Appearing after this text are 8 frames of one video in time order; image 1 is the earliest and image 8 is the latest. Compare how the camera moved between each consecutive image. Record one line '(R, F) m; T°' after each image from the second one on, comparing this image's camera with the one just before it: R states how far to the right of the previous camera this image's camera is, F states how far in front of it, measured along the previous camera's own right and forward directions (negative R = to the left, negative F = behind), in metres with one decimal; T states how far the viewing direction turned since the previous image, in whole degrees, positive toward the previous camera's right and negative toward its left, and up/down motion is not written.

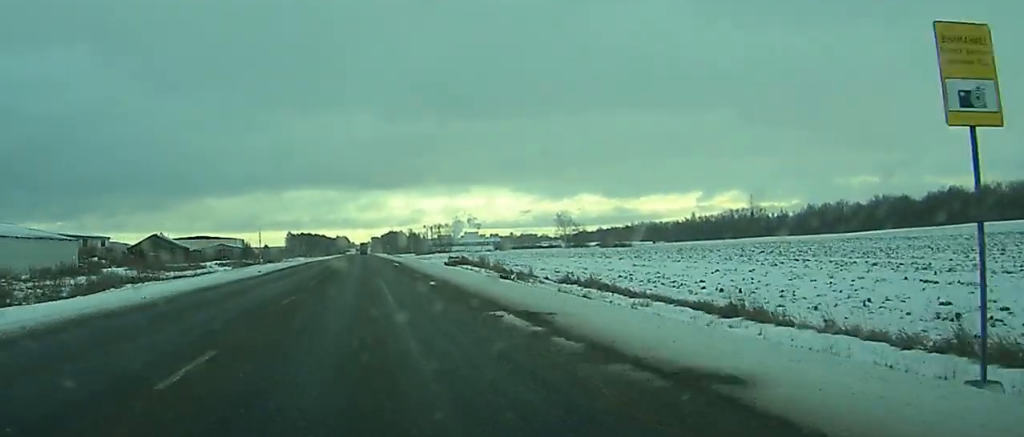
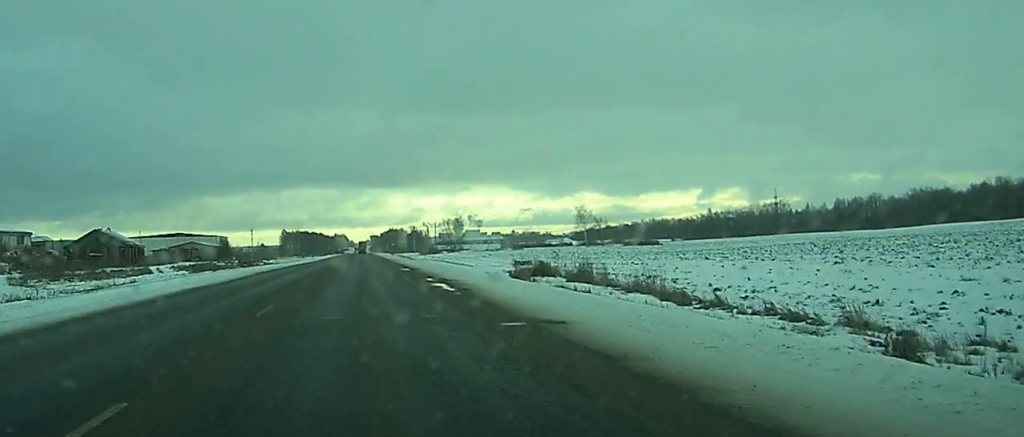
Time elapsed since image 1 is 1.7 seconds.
(-0.1, +39.4) m; 0°
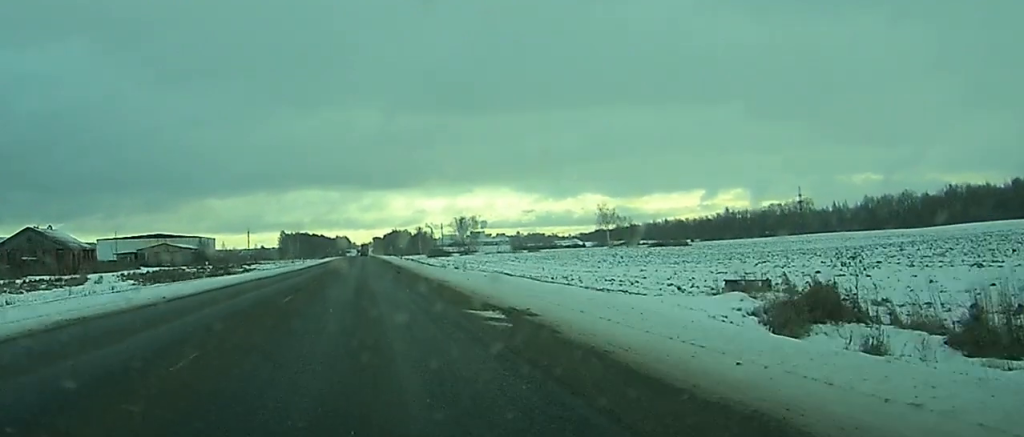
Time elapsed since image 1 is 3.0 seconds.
(0.0, +30.5) m; 0°
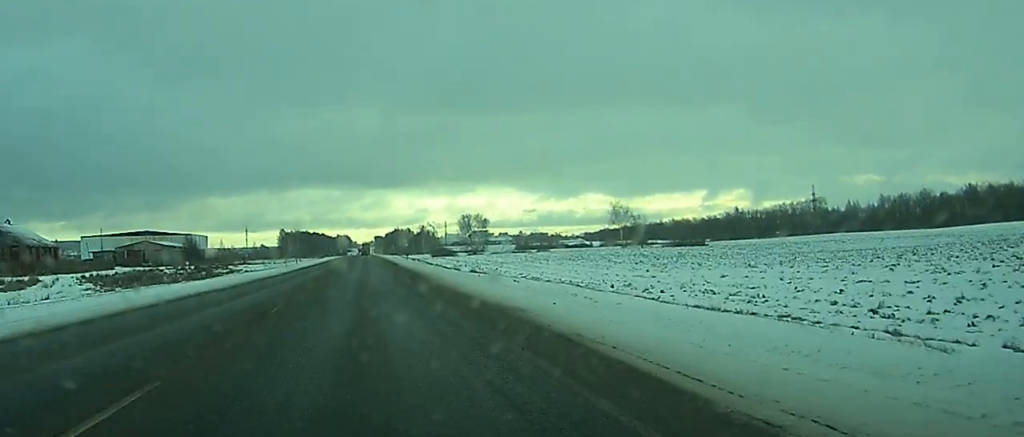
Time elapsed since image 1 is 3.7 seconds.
(0.0, +15.8) m; 0°
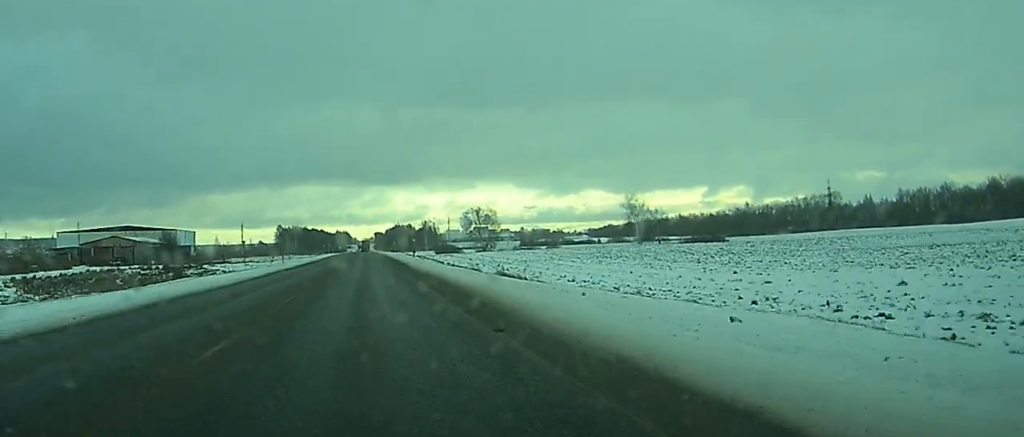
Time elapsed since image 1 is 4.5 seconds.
(0.0, +19.0) m; 0°
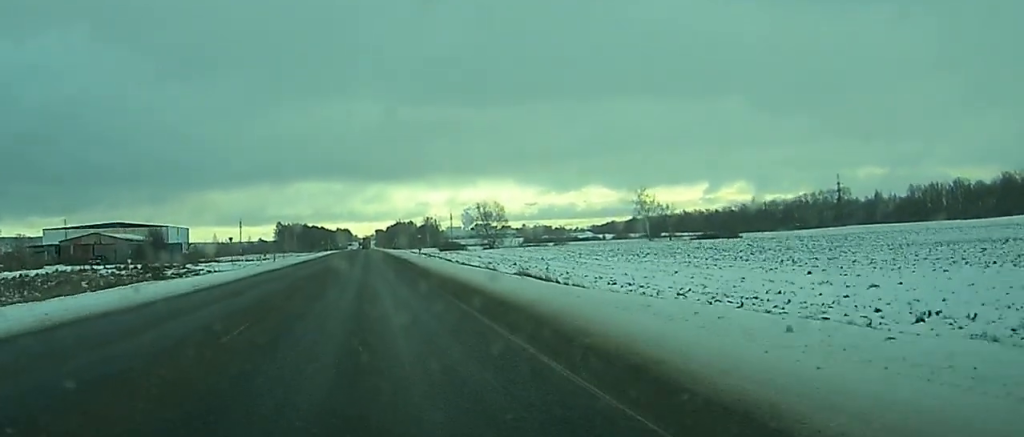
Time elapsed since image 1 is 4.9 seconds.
(0.0, +10.3) m; 0°
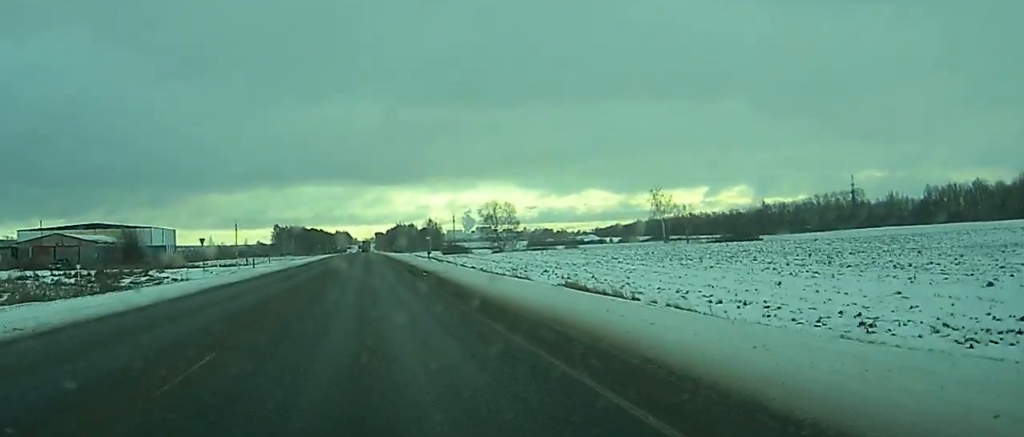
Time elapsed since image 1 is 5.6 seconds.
(0.0, +16.0) m; 0°
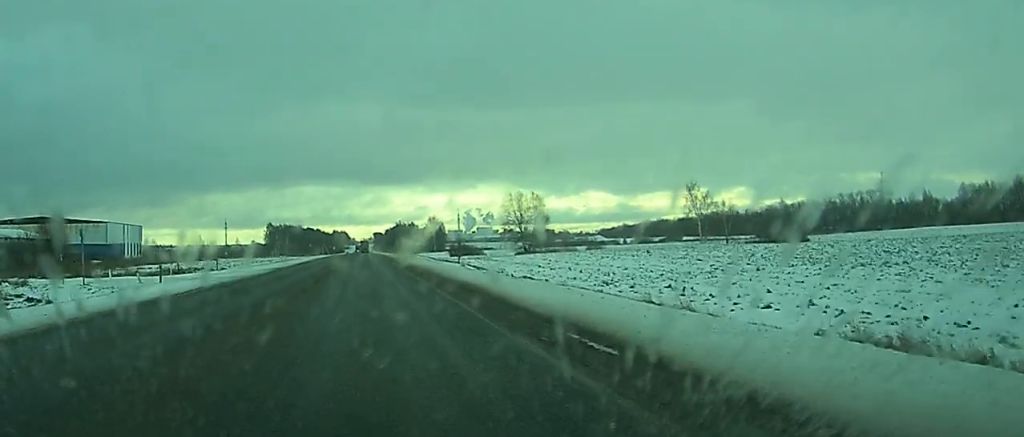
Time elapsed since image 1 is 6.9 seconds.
(0.0, +31.9) m; 0°
